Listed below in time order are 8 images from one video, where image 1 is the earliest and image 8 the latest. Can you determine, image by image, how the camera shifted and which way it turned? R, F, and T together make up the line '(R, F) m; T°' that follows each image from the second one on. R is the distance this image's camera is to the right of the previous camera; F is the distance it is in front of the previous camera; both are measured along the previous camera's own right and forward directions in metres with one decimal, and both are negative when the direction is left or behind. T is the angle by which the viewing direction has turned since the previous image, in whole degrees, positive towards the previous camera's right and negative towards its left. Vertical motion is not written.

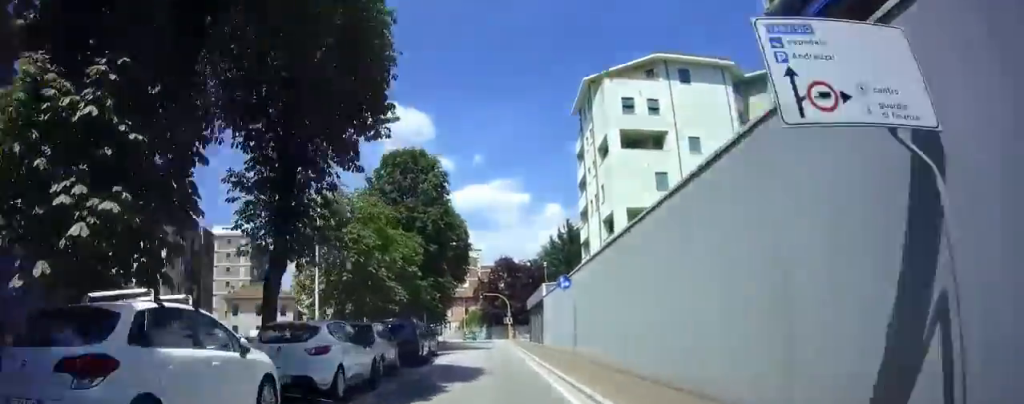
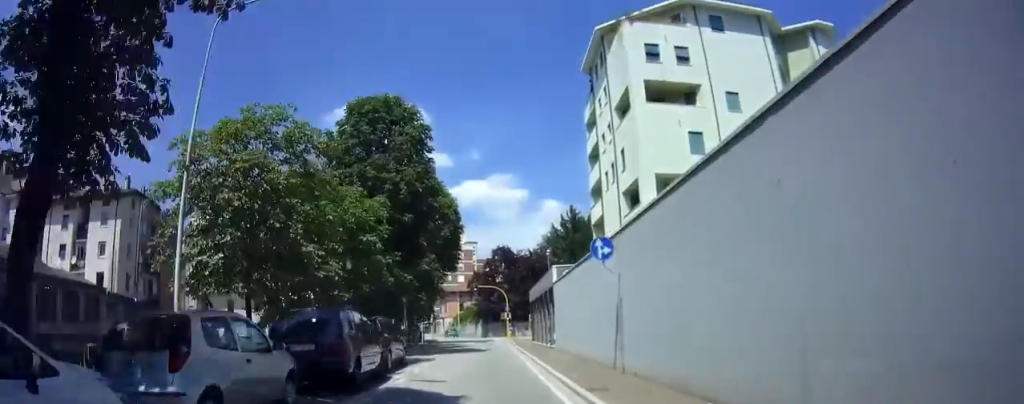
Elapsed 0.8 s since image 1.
(0.0, +8.3) m; 0°
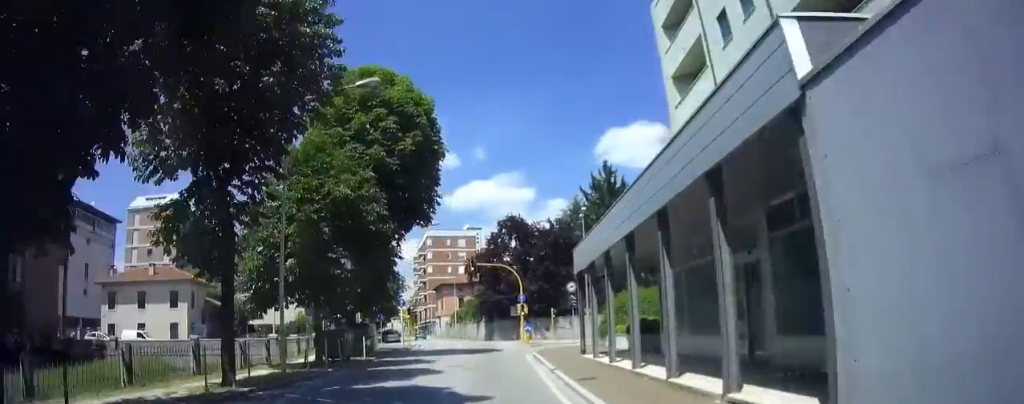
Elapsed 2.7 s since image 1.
(0.0, +22.6) m; 0°
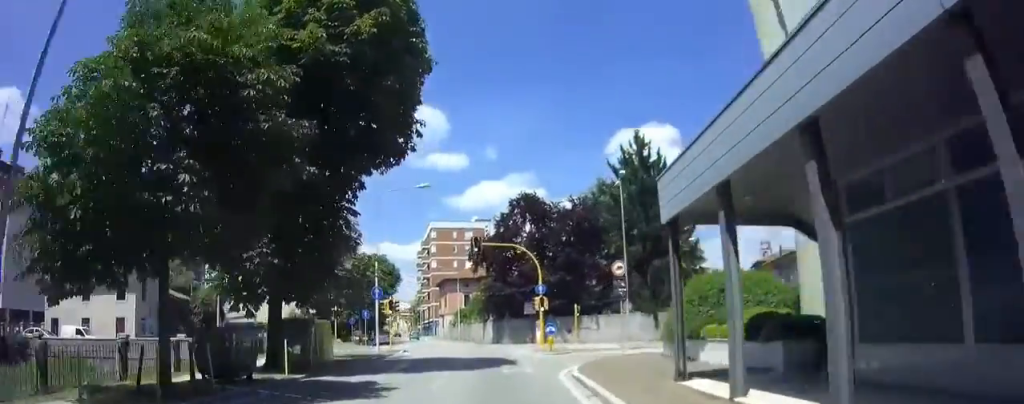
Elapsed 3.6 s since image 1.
(0.0, +10.9) m; 0°
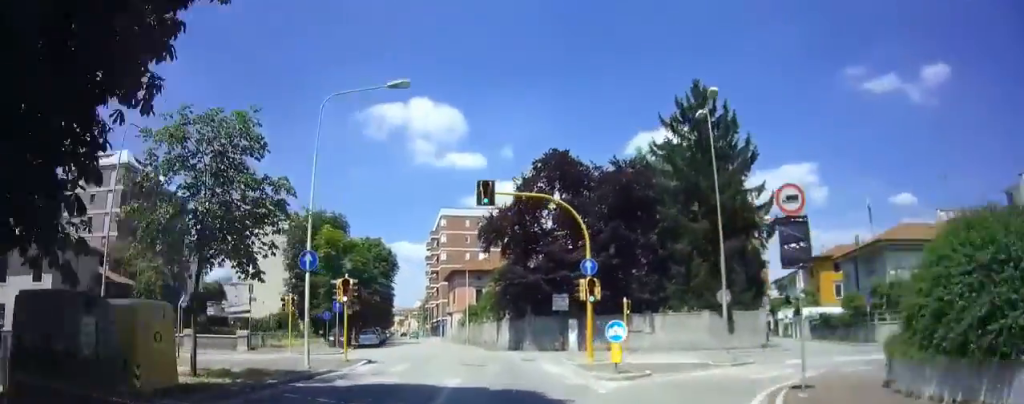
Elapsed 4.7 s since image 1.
(0.0, +13.2) m; 0°
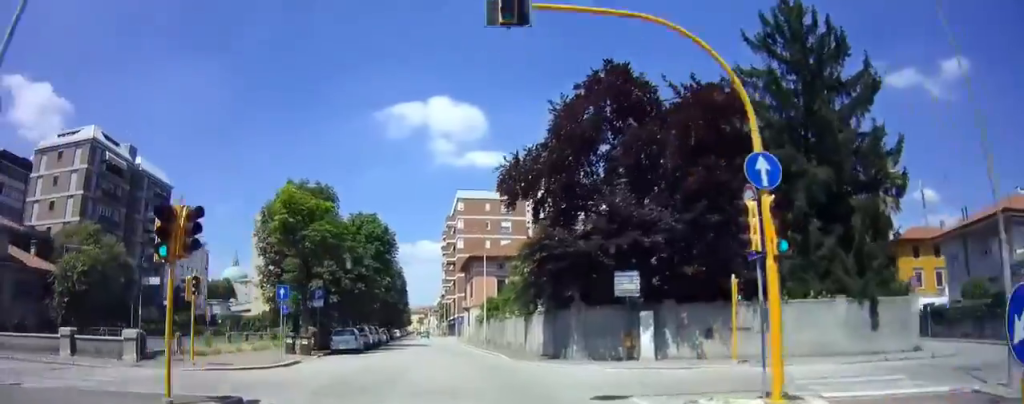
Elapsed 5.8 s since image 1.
(0.0, +13.7) m; 0°
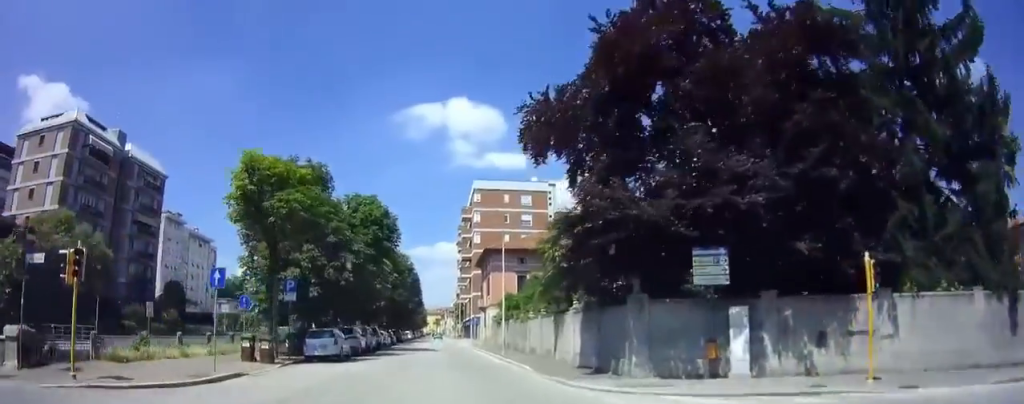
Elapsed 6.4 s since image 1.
(0.0, +7.5) m; -2°
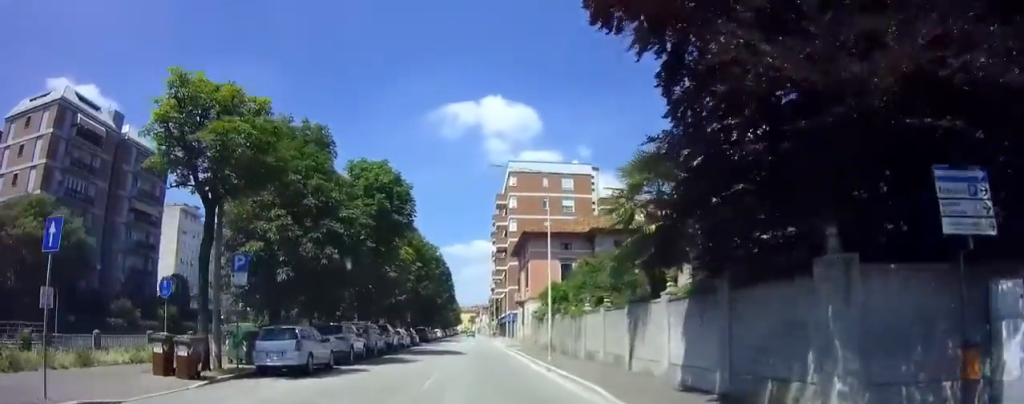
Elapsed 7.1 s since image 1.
(+0.1, +8.7) m; -4°
